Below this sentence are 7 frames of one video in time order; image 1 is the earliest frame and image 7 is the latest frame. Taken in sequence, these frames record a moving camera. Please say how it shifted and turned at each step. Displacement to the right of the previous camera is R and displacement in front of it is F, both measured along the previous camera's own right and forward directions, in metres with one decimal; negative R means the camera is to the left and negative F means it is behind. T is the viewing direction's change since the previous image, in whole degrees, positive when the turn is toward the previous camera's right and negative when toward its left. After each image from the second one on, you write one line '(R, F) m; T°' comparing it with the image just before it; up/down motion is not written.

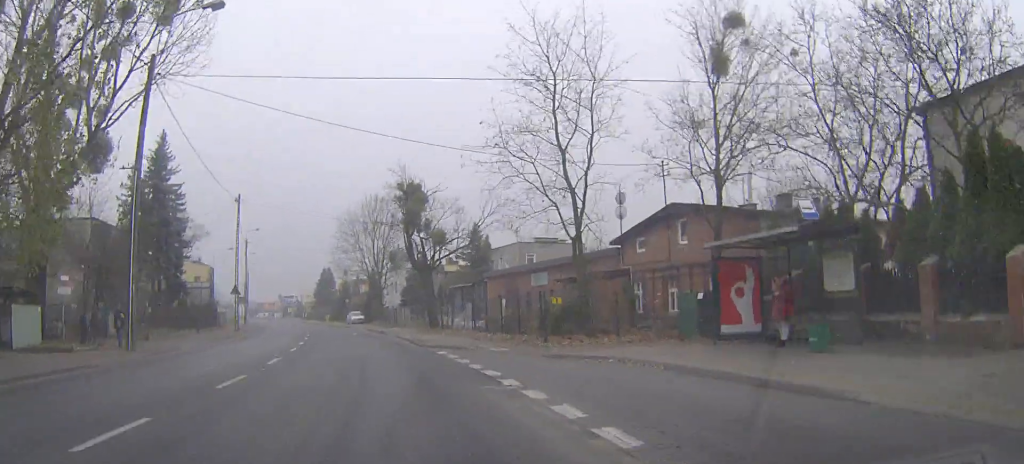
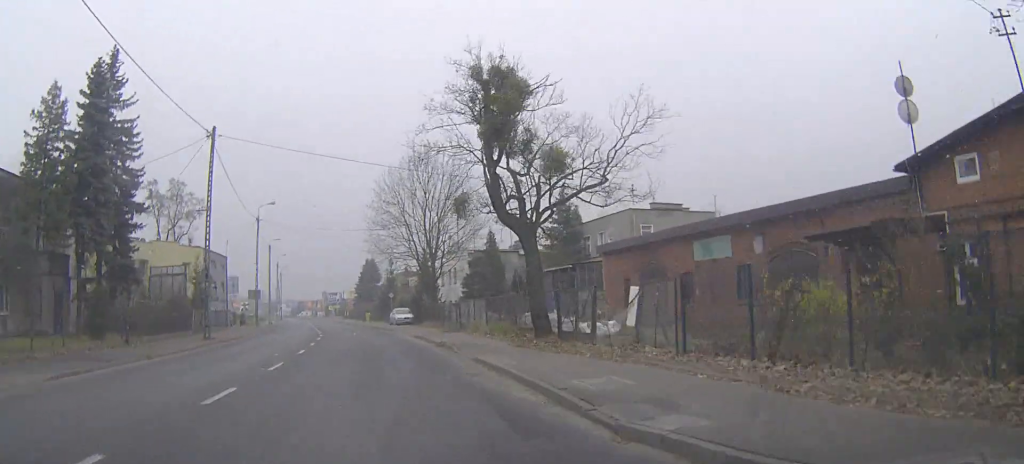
(-0.6, +19.4) m; -4°
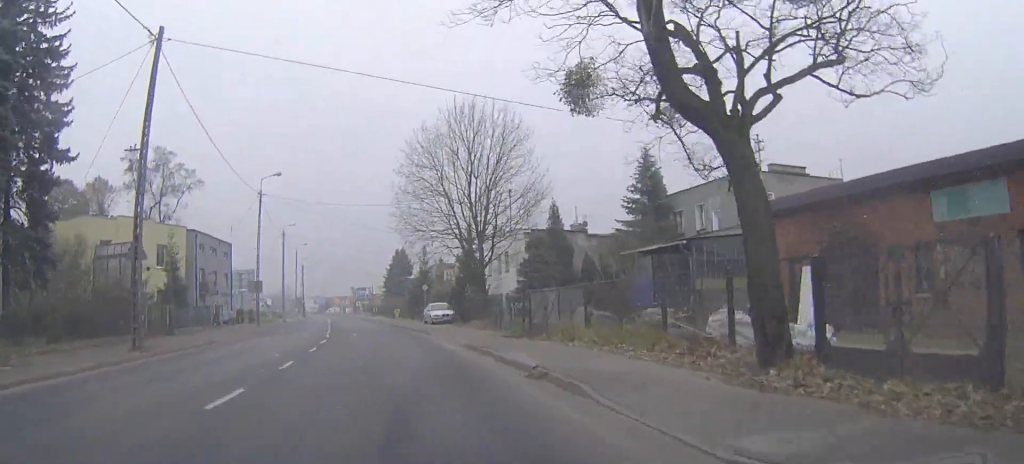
(-0.4, +12.6) m; -3°
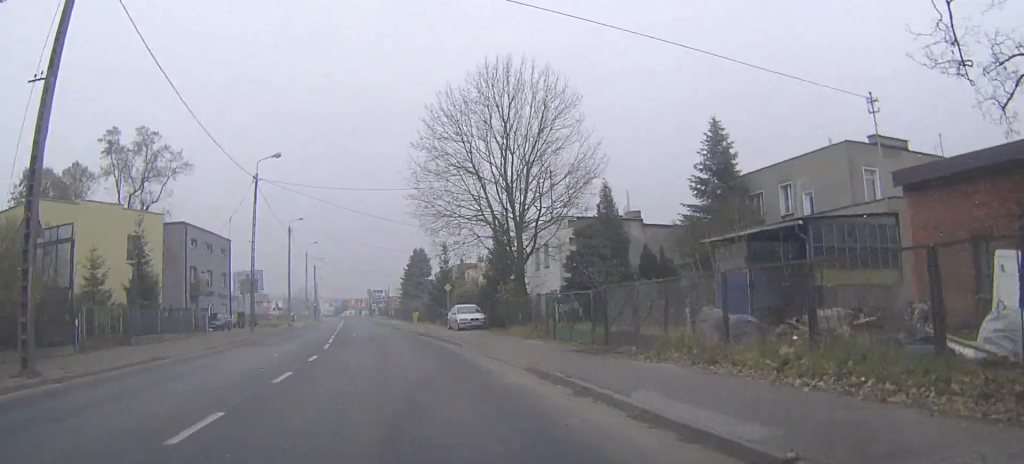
(-0.1, +7.6) m; -1°
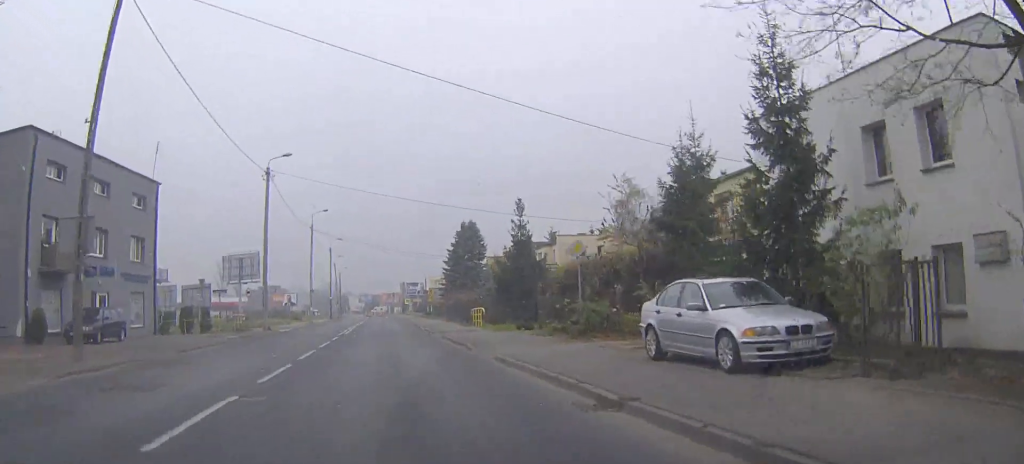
(-0.9, +30.1) m; -3°
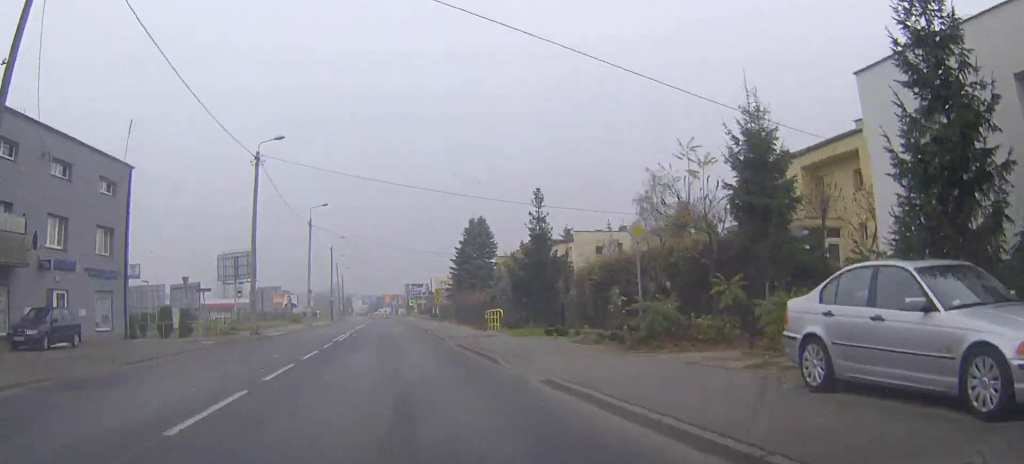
(0.0, +4.8) m; 0°
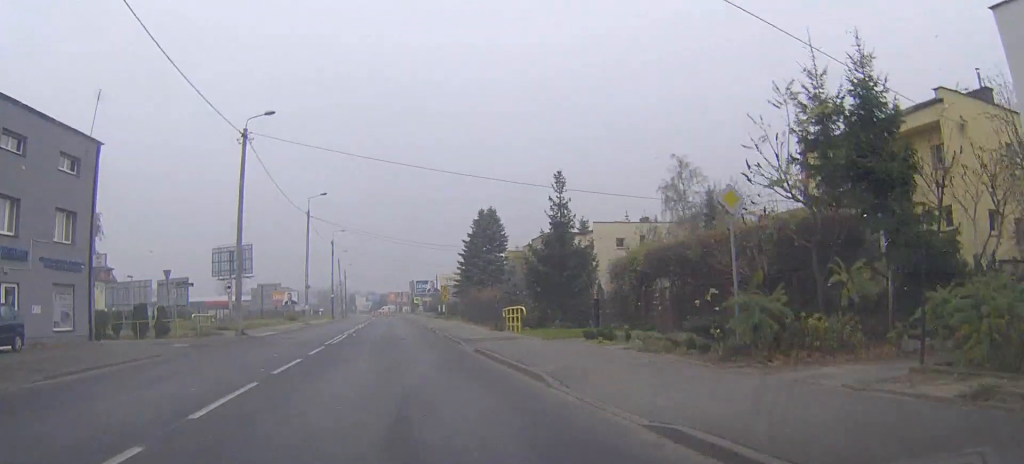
(-0.1, +4.8) m; 0°
